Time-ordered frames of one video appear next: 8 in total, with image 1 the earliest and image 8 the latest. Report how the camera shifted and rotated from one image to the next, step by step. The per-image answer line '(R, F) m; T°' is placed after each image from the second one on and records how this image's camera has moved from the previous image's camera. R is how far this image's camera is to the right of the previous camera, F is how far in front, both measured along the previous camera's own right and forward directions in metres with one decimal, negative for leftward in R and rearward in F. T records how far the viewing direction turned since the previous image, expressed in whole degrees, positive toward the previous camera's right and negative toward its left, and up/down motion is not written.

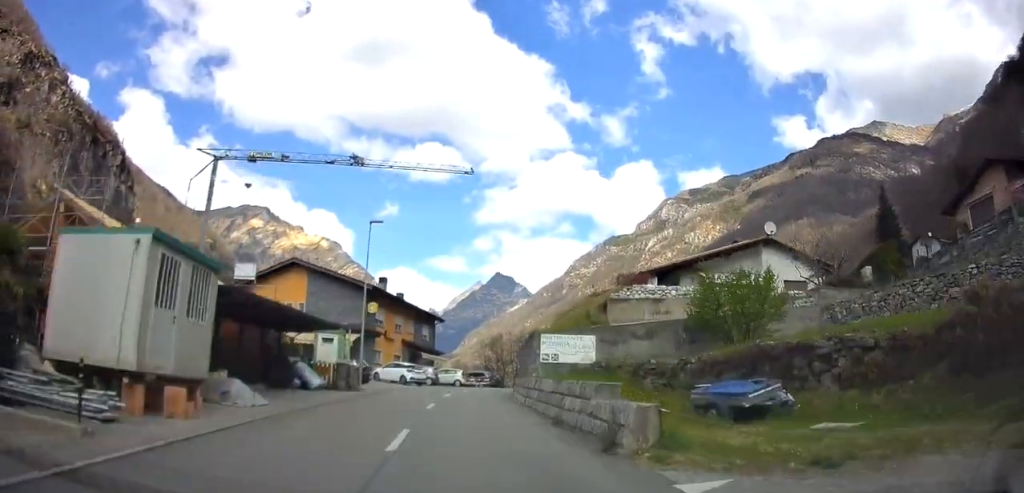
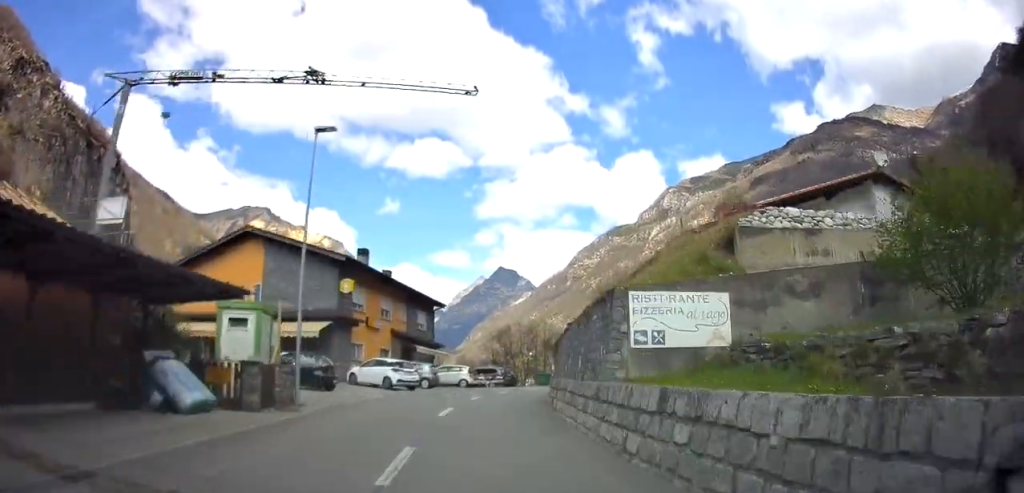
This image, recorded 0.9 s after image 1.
(-0.1, +10.8) m; +1°
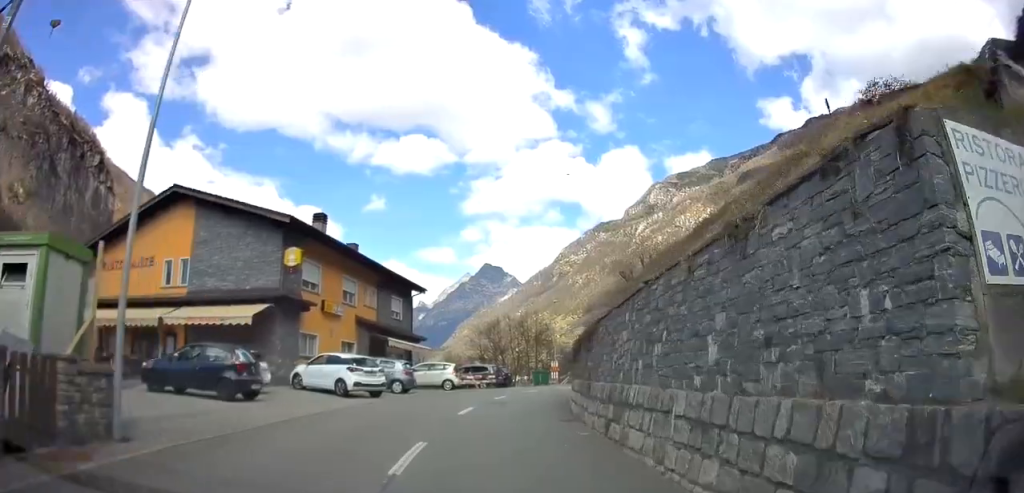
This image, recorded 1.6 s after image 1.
(+0.1, +8.4) m; +2°
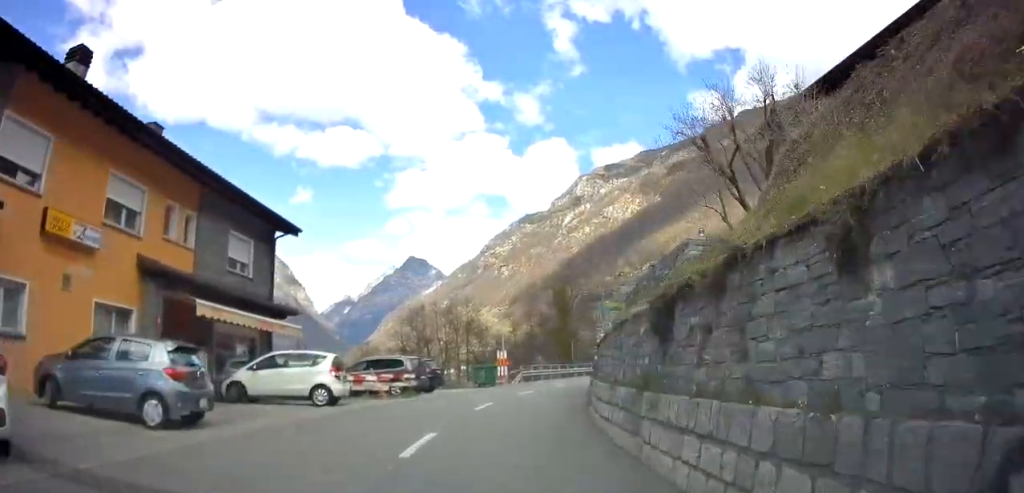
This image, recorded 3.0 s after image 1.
(+1.1, +16.1) m; +7°
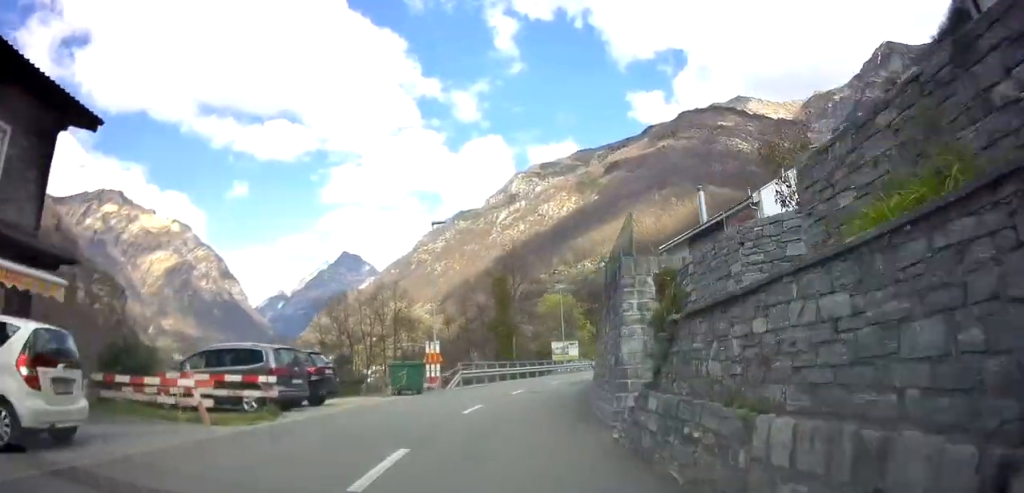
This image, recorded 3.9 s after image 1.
(+0.5, +10.7) m; +4°
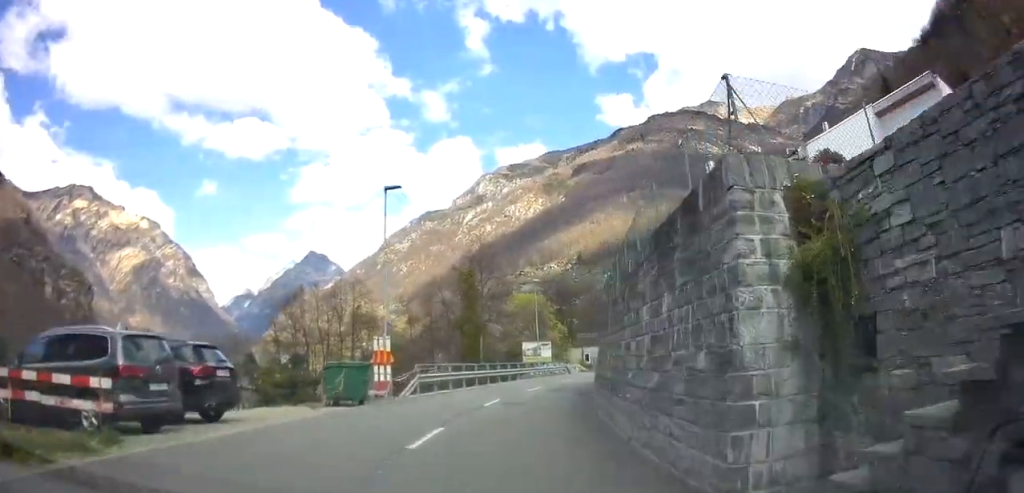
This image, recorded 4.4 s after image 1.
(0.0, +5.6) m; +1°
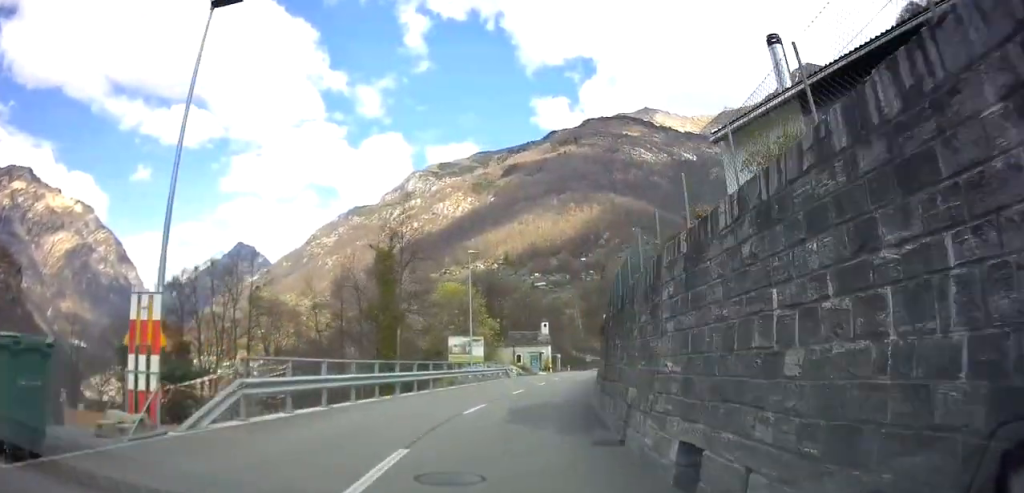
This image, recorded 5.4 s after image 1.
(+0.3, +10.7) m; +4°
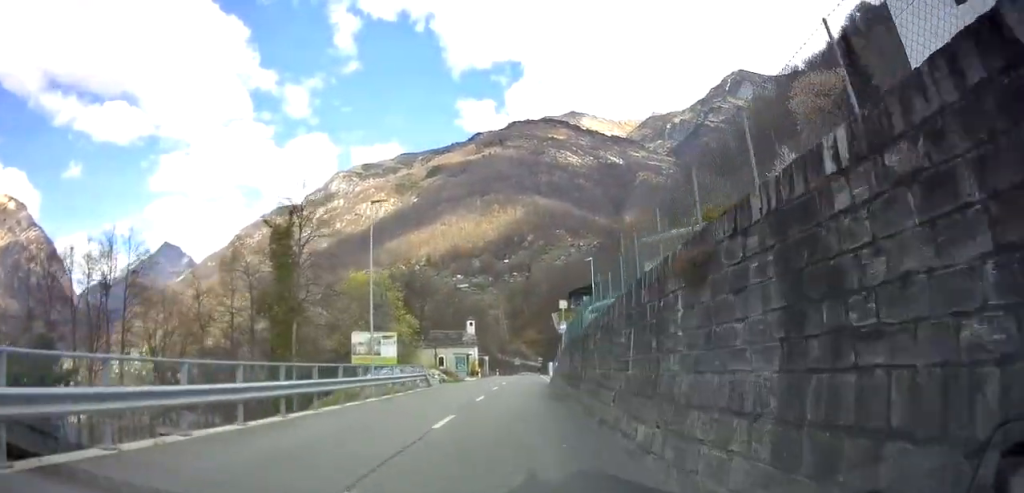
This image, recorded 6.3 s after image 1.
(+0.5, +9.9) m; +6°
